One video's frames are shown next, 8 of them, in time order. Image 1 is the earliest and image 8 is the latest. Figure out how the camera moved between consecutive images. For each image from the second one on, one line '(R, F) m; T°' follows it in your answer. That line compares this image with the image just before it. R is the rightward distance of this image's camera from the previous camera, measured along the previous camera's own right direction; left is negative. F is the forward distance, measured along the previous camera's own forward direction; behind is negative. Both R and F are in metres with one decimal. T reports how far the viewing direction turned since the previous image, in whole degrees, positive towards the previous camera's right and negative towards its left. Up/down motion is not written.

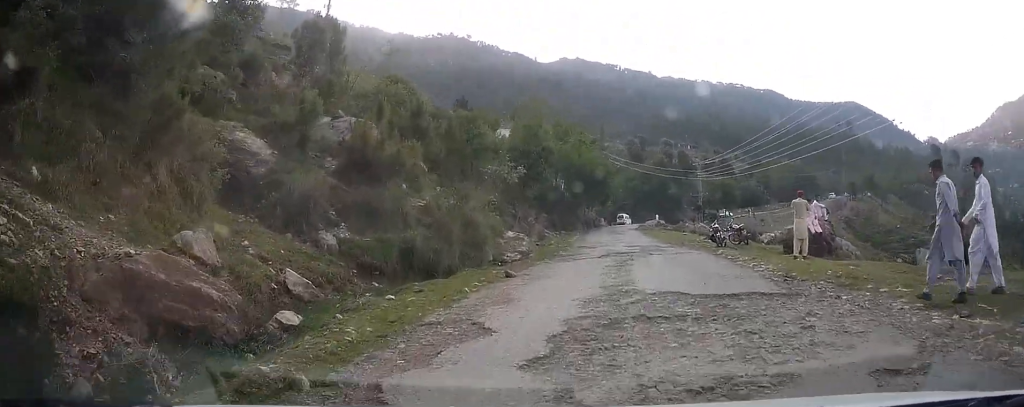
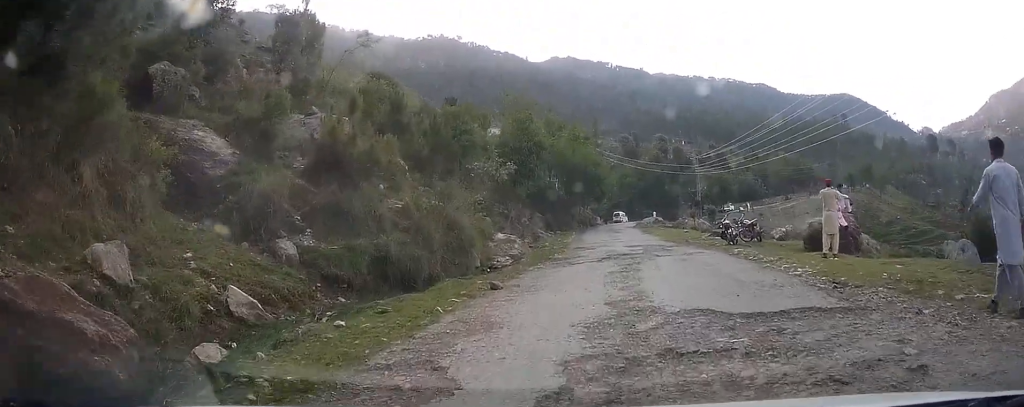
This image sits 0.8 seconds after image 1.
(-0.1, +2.1) m; +5°
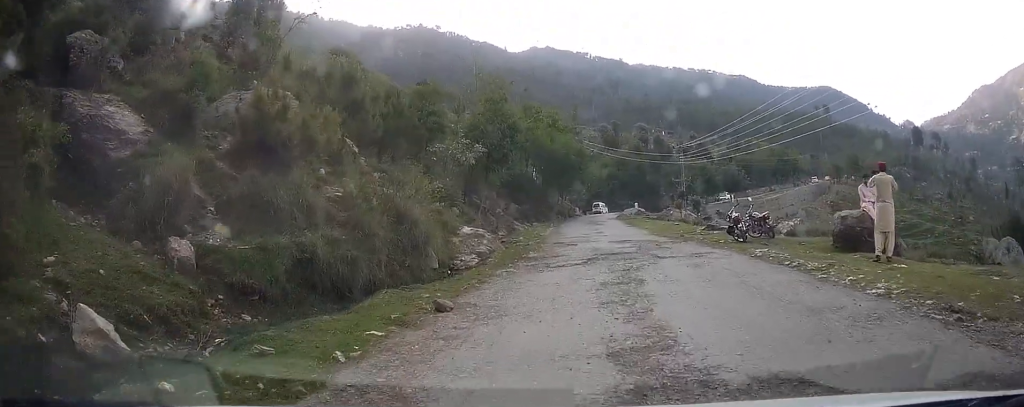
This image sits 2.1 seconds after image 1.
(+0.4, +3.6) m; +4°
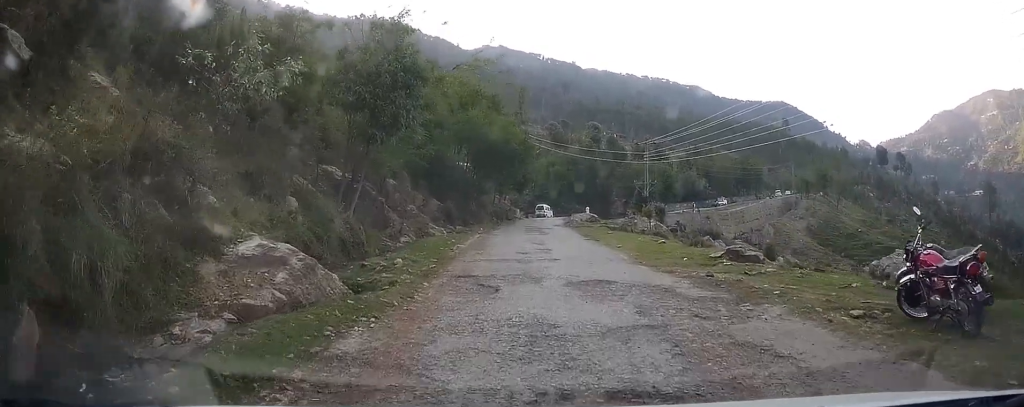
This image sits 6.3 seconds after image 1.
(+0.2, +12.3) m; -1°
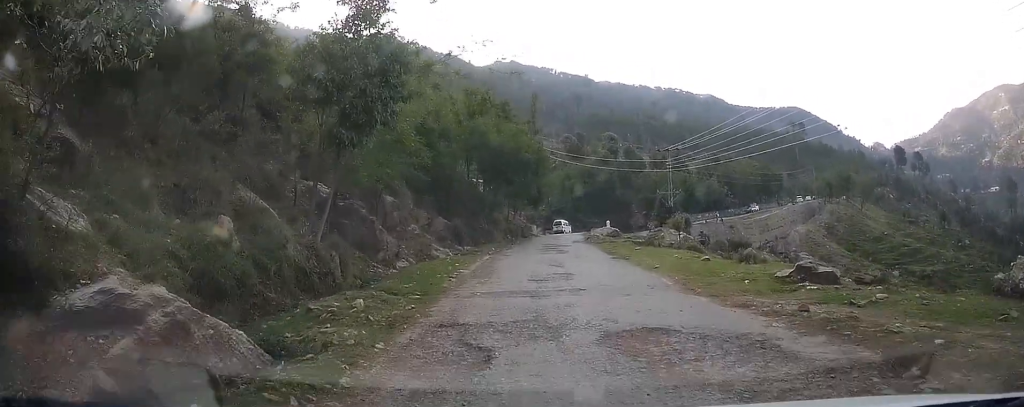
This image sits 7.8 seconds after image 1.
(0.0, +4.7) m; -1°
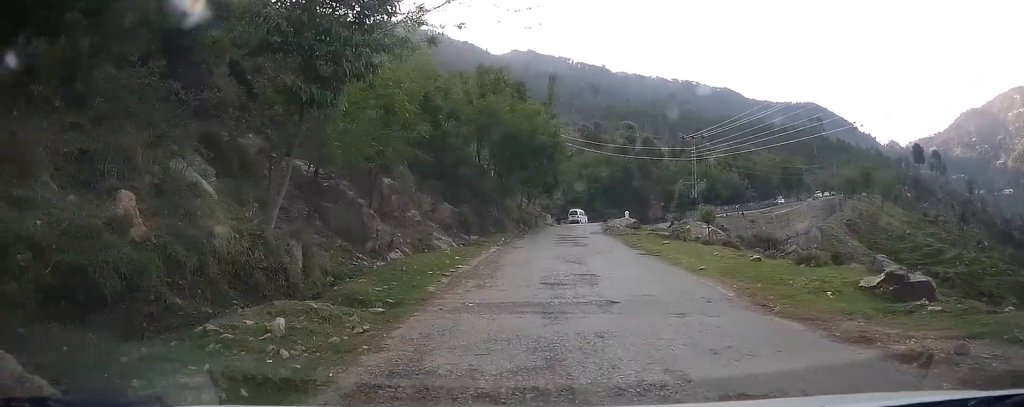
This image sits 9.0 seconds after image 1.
(0.0, +3.7) m; -1°
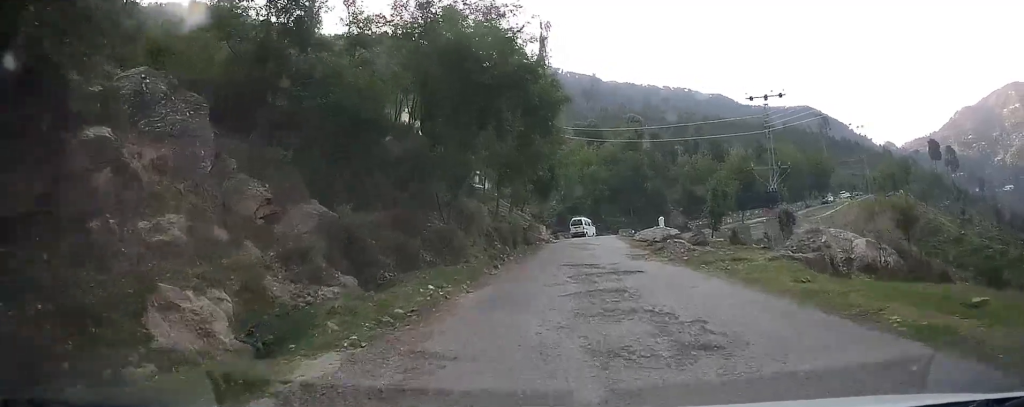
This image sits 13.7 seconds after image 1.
(+0.1, +17.3) m; -2°
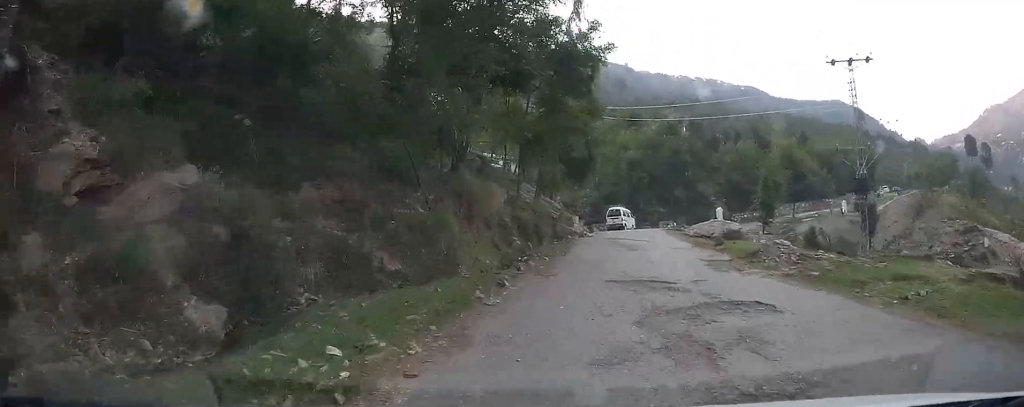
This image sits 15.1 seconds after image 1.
(-0.5, +6.2) m; -1°
